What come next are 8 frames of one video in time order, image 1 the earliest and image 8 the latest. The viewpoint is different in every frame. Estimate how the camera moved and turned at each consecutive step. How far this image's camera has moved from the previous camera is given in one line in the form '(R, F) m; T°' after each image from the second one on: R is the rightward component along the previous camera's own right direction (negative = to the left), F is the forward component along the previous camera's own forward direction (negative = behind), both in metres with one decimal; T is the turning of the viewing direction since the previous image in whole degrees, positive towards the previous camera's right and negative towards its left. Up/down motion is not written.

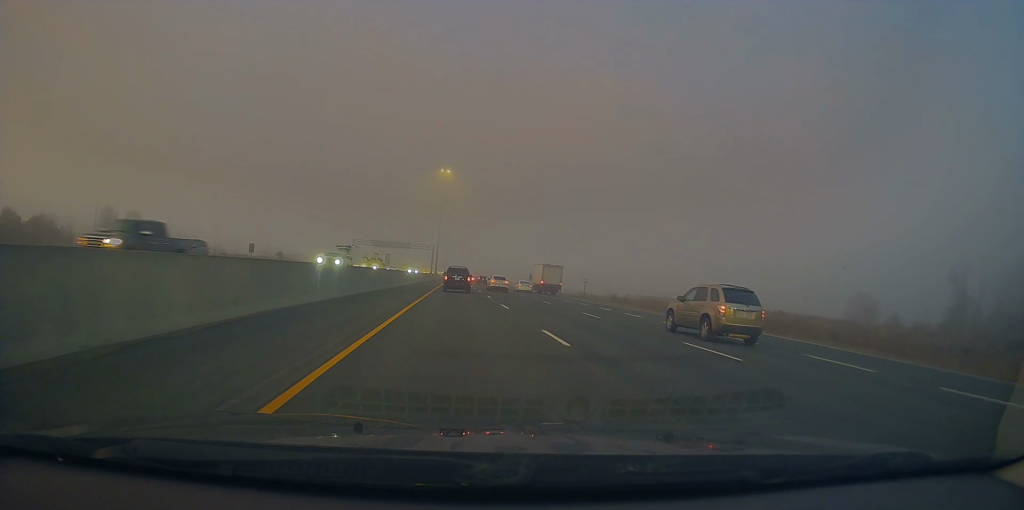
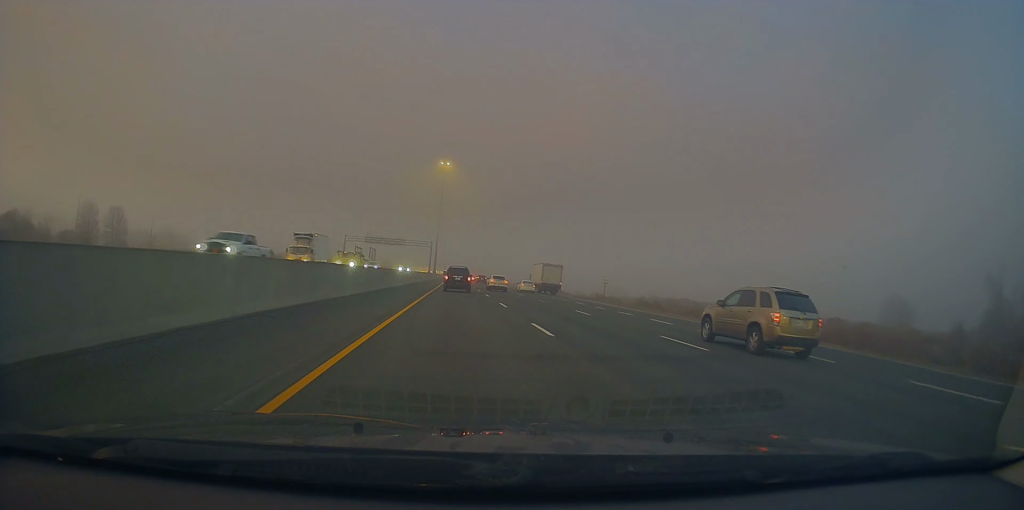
(-0.1, +10.4) m; 0°
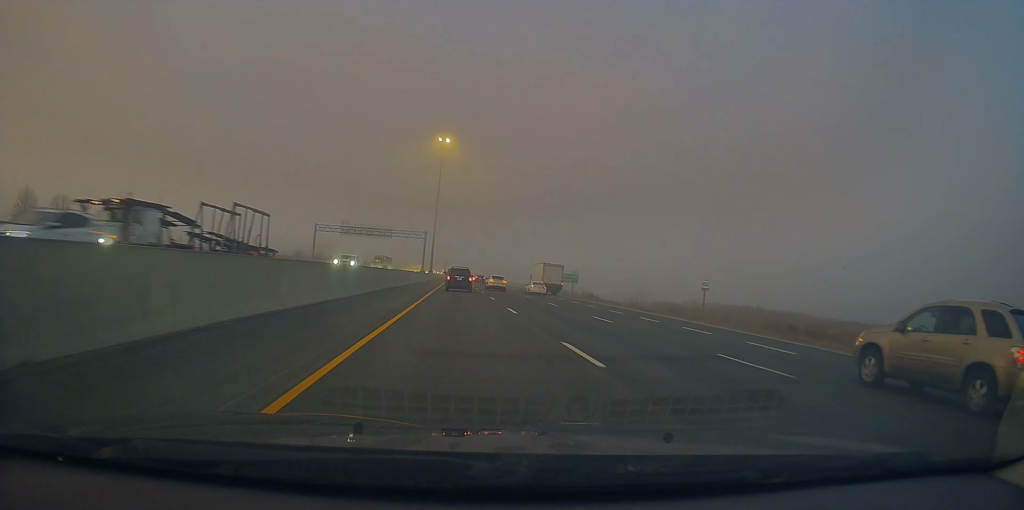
(0.0, +27.4) m; +1°
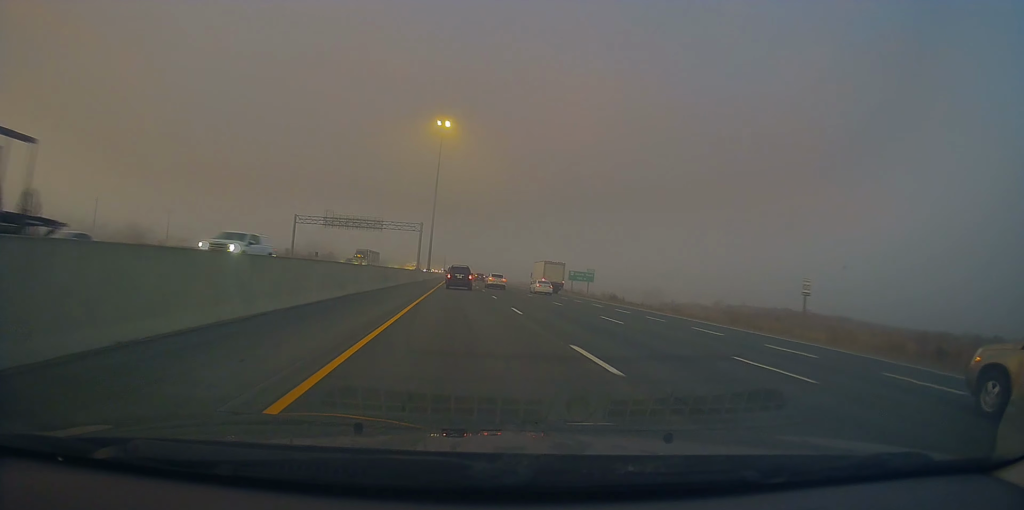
(+0.2, +12.9) m; 0°
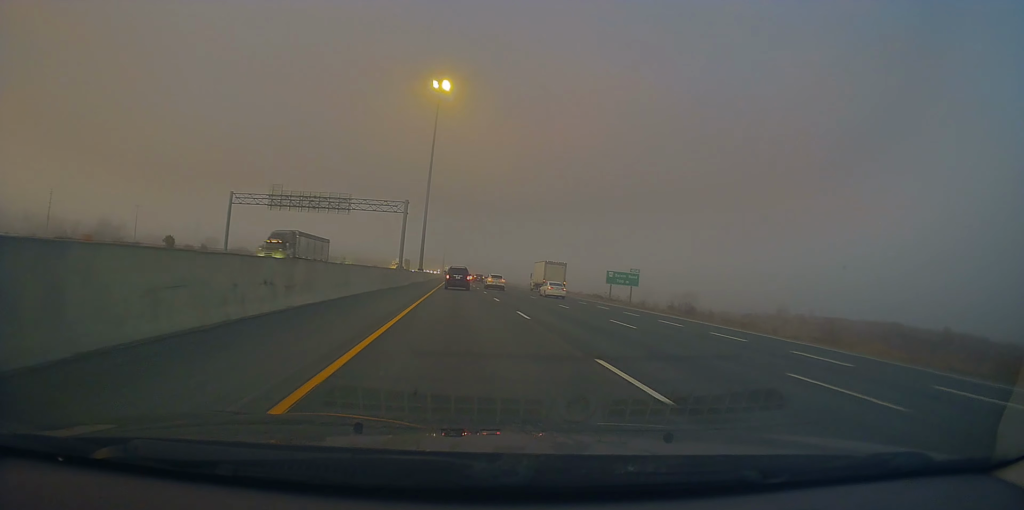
(-0.4, +25.5) m; -1°
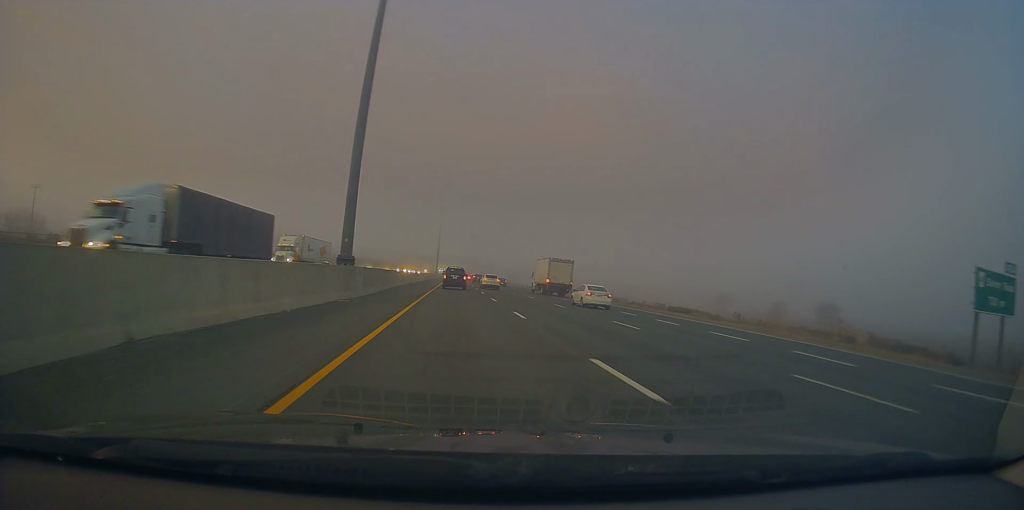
(+0.1, +59.1) m; +1°
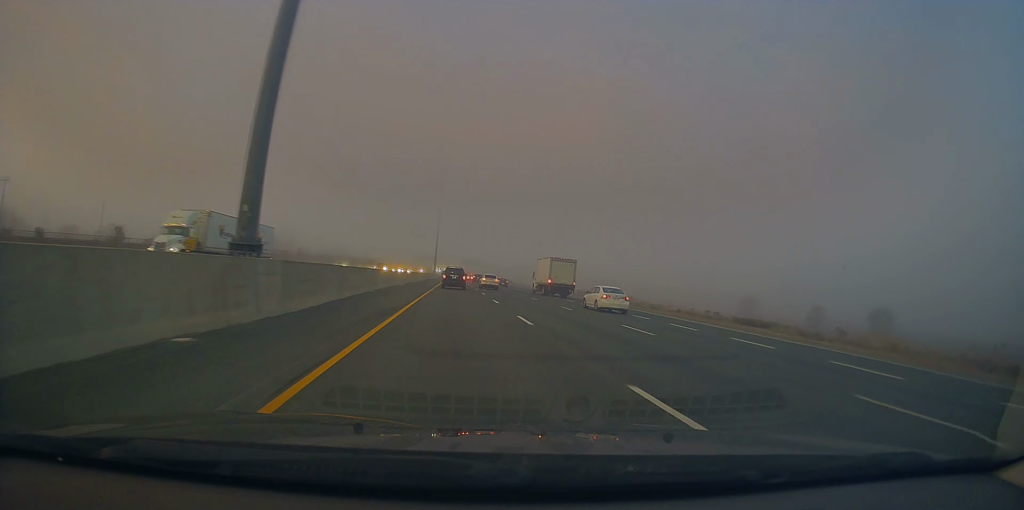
(0.0, +14.4) m; 0°
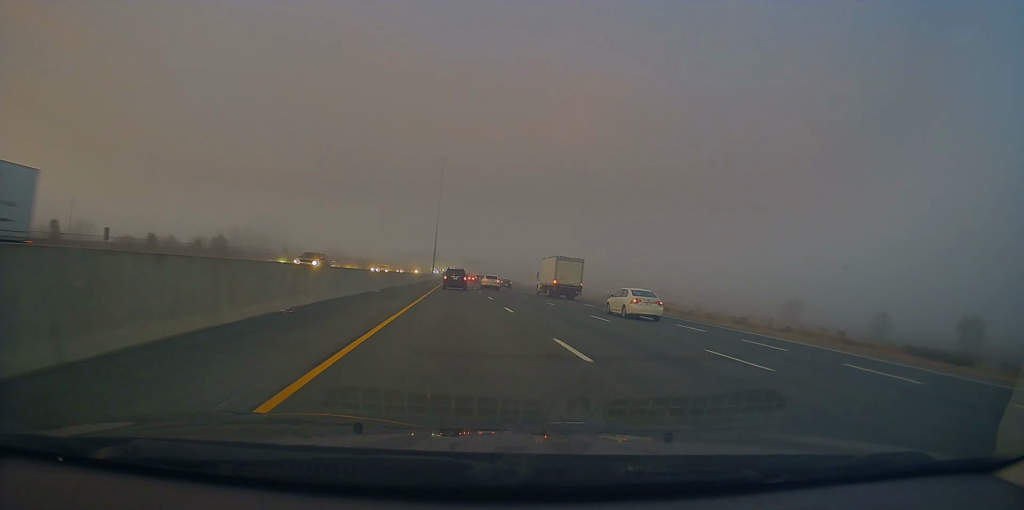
(+0.1, +17.8) m; 0°
